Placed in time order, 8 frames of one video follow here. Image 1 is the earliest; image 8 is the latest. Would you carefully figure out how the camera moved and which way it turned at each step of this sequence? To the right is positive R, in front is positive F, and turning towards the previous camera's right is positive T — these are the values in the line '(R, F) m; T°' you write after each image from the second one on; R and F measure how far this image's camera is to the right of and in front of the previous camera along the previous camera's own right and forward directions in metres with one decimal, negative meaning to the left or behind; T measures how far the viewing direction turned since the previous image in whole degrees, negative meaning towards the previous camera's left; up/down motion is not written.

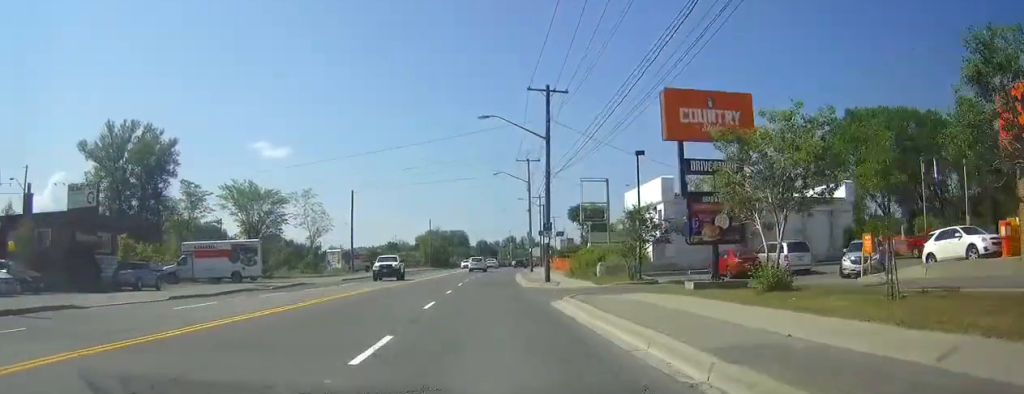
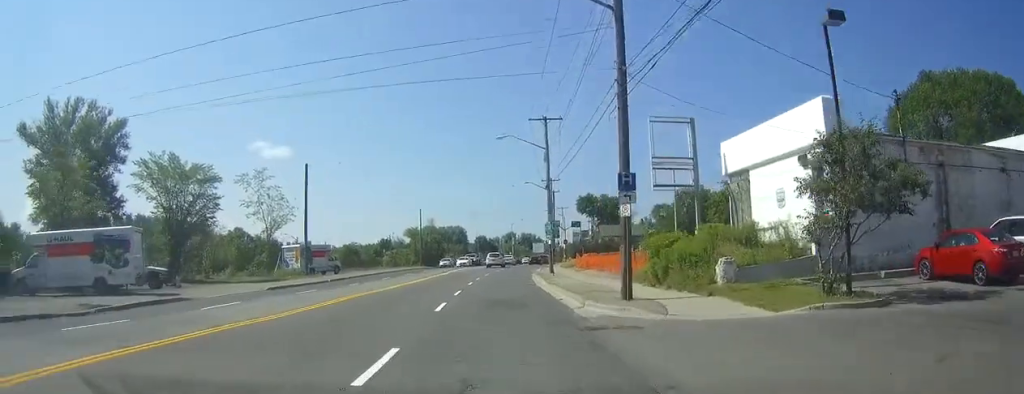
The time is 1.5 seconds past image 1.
(+0.8, +21.0) m; +3°
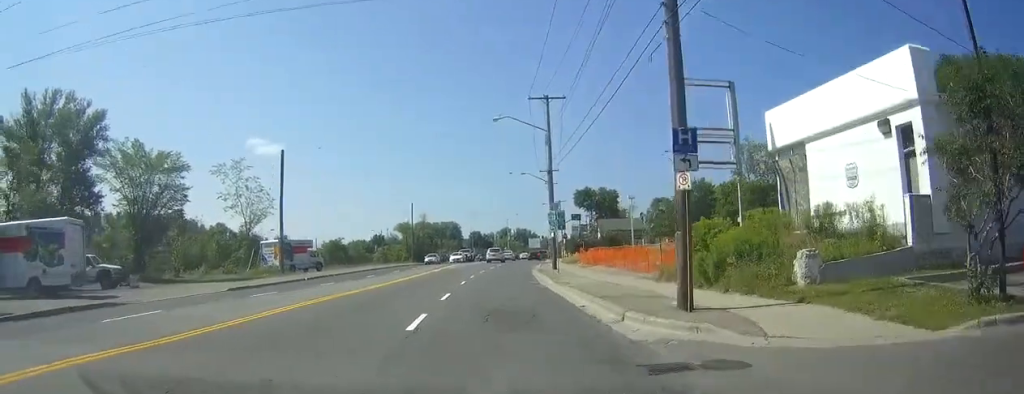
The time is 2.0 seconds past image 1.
(0.0, +5.8) m; 0°
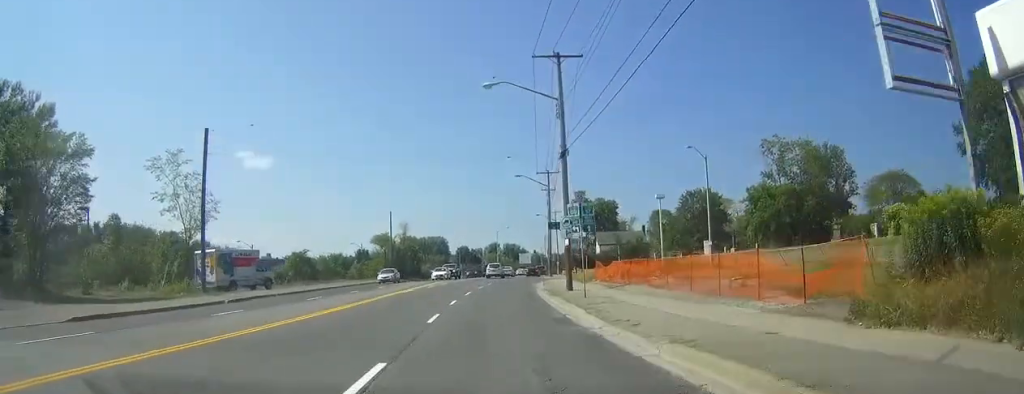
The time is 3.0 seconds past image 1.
(-0.1, +13.4) m; -1°
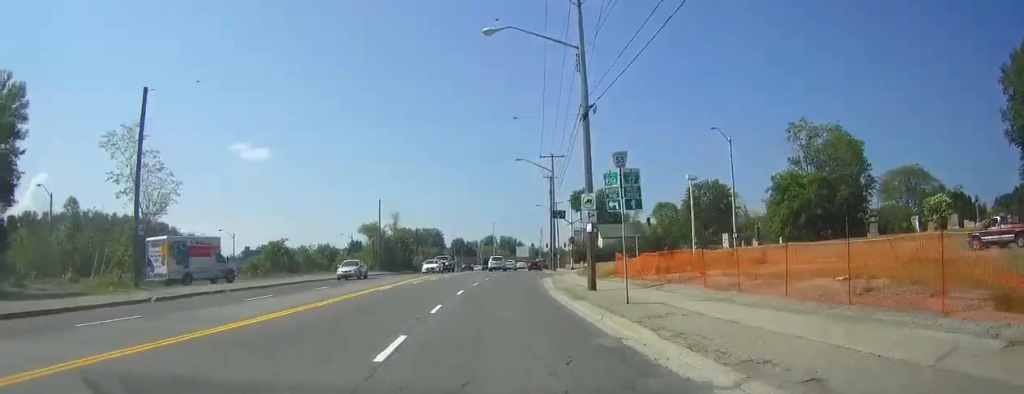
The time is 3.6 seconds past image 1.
(-0.3, +7.6) m; 0°
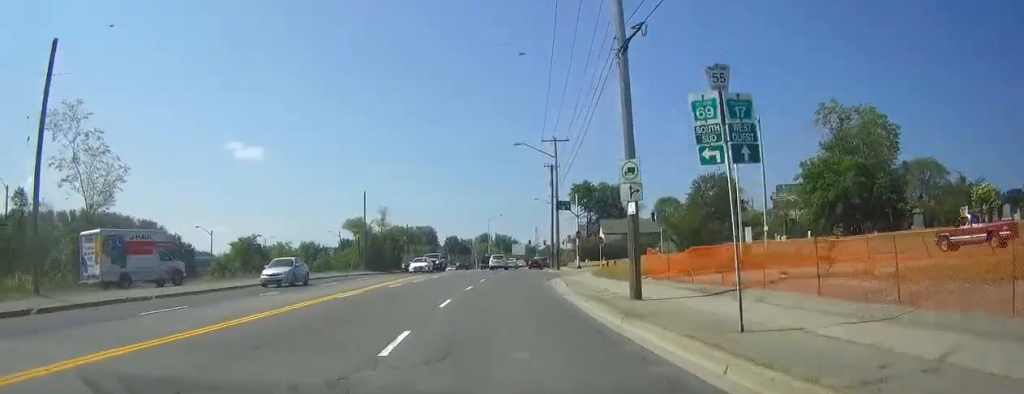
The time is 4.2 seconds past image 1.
(+0.1, +7.5) m; +1°
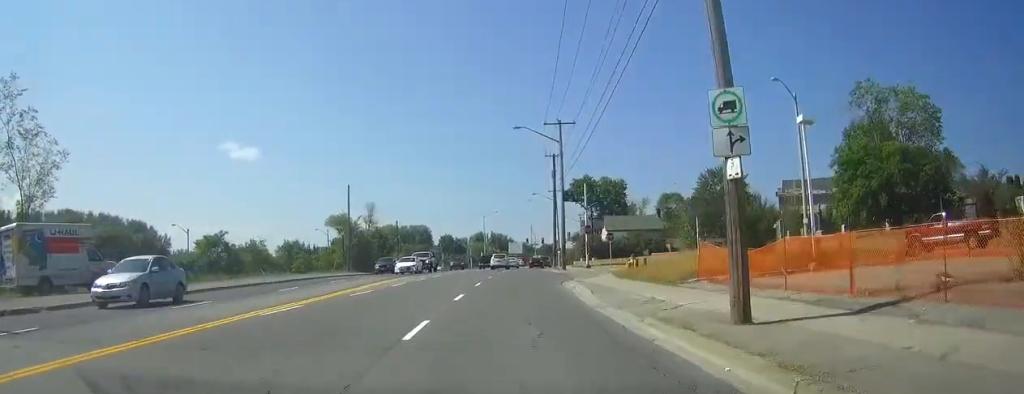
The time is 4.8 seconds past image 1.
(+0.2, +7.1) m; +1°
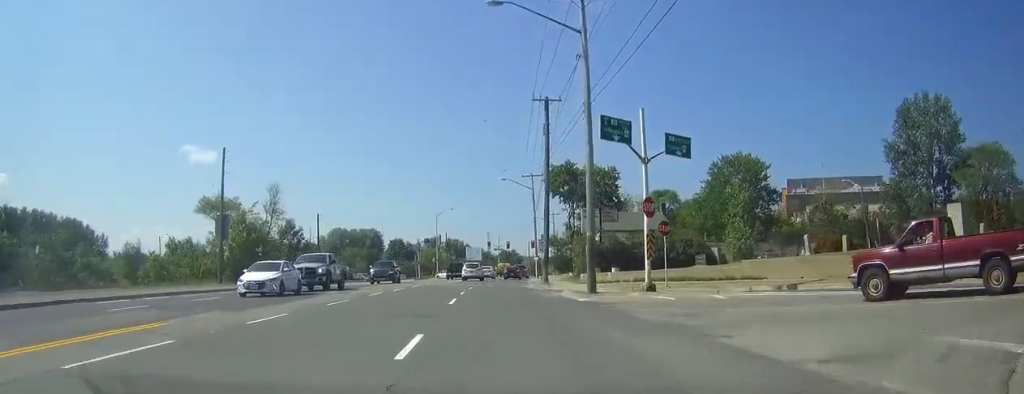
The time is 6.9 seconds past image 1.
(+0.2, +27.7) m; +2°
